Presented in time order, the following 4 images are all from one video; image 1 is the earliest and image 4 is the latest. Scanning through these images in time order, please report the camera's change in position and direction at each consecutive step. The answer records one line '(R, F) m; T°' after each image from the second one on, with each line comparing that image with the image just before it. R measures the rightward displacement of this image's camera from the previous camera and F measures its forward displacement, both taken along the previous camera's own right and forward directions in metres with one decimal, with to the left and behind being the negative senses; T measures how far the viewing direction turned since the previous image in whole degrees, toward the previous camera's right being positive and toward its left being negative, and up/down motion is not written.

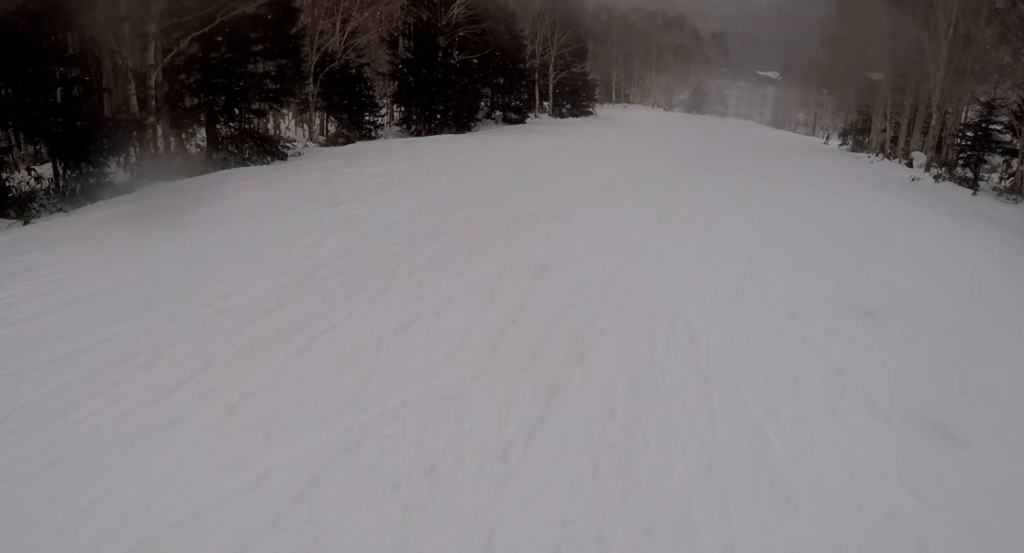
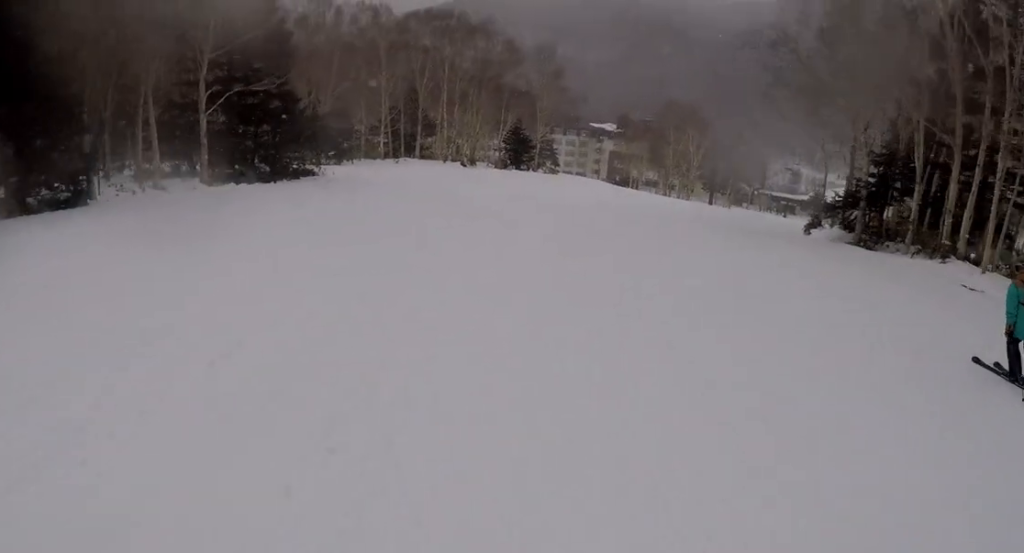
(+10.5, +37.8) m; +10°
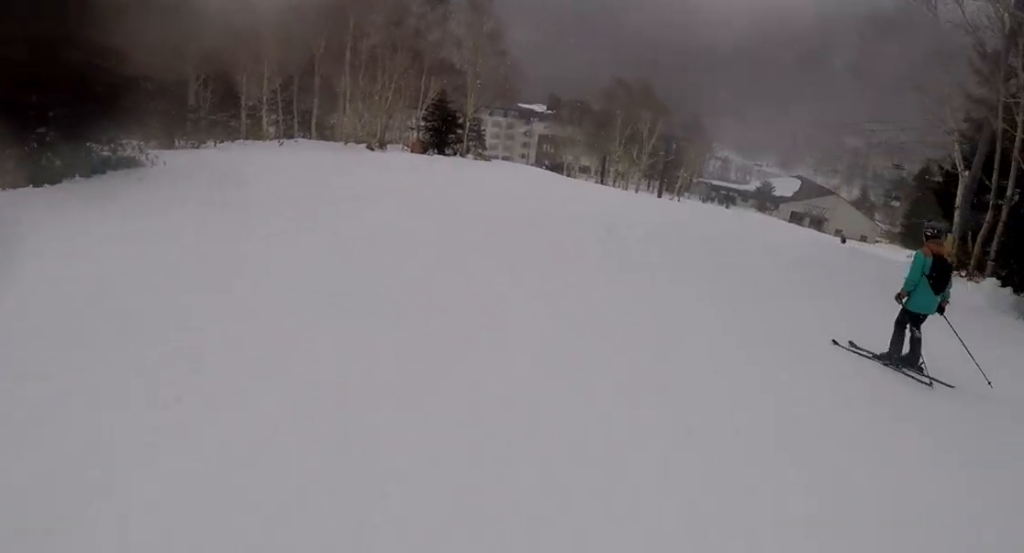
(-0.3, +14.5) m; +10°
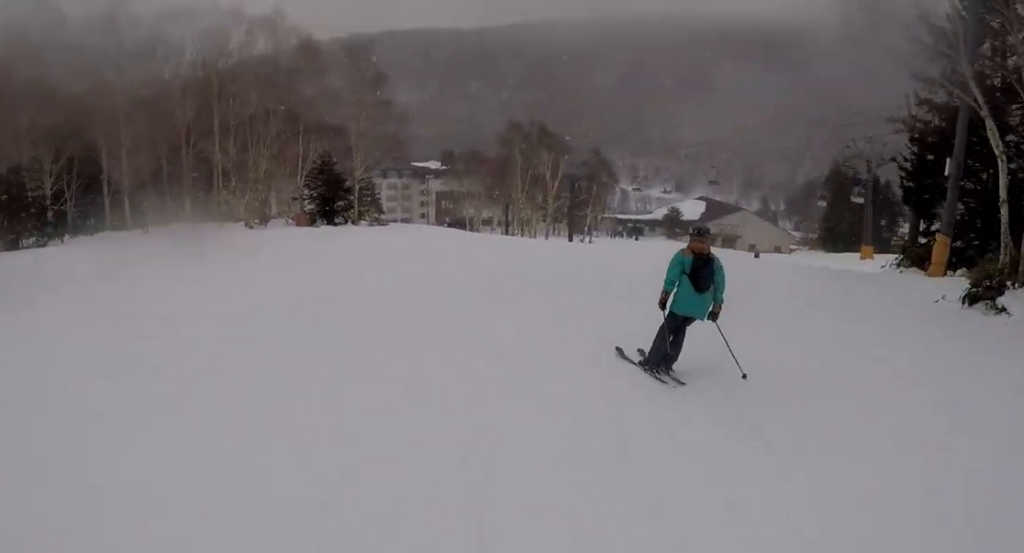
(+0.9, +5.9) m; +7°
